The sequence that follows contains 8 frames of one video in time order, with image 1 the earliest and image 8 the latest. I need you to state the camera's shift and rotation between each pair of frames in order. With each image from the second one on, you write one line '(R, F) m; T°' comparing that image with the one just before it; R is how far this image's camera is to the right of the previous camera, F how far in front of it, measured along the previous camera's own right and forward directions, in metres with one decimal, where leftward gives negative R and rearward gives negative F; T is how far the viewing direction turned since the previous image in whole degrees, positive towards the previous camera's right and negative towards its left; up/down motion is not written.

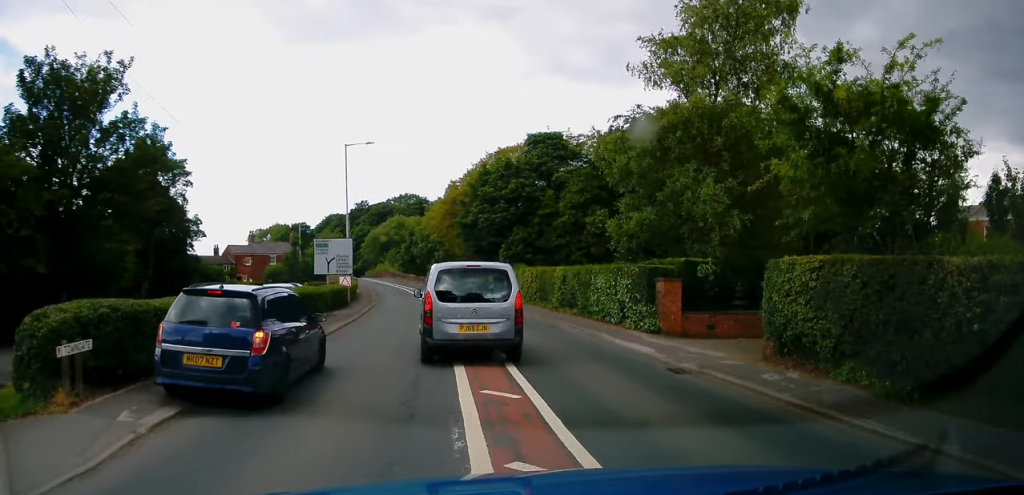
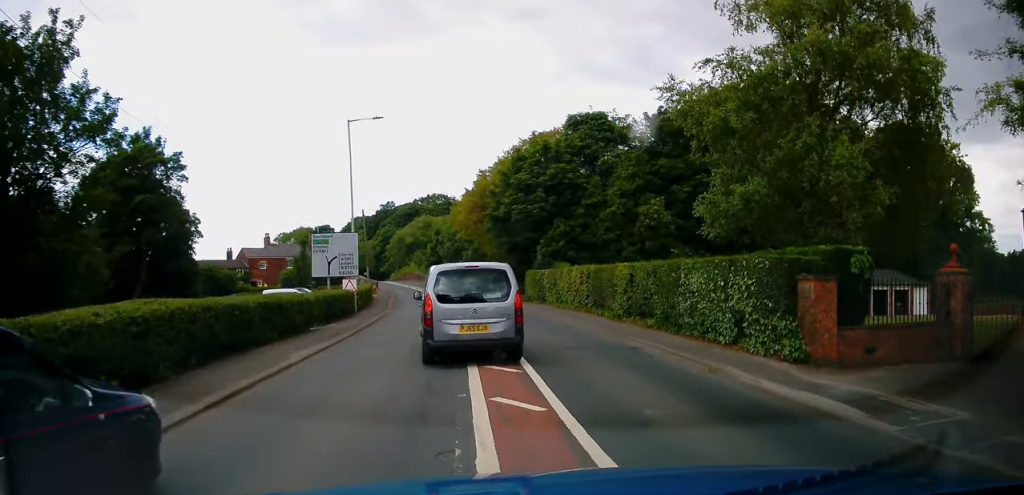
(-0.2, +6.7) m; -3°
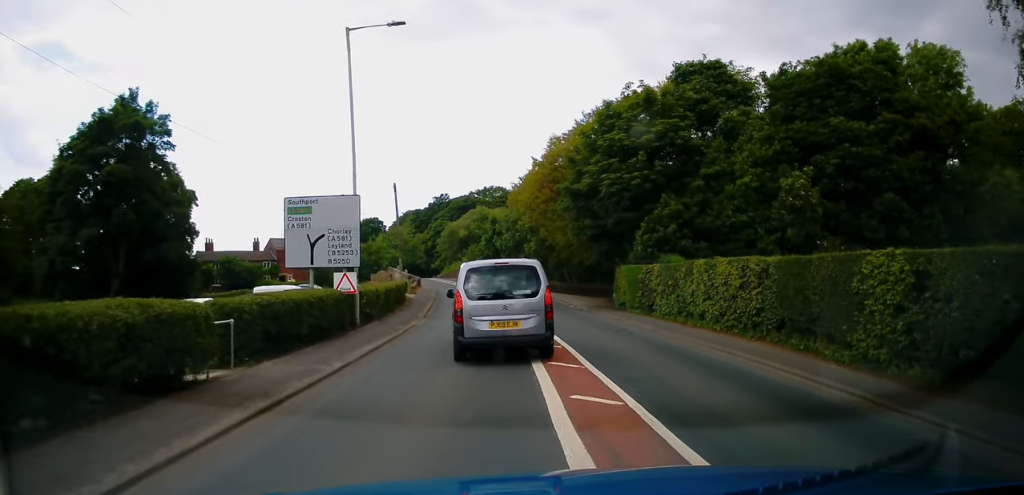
(-0.5, +11.3) m; -5°
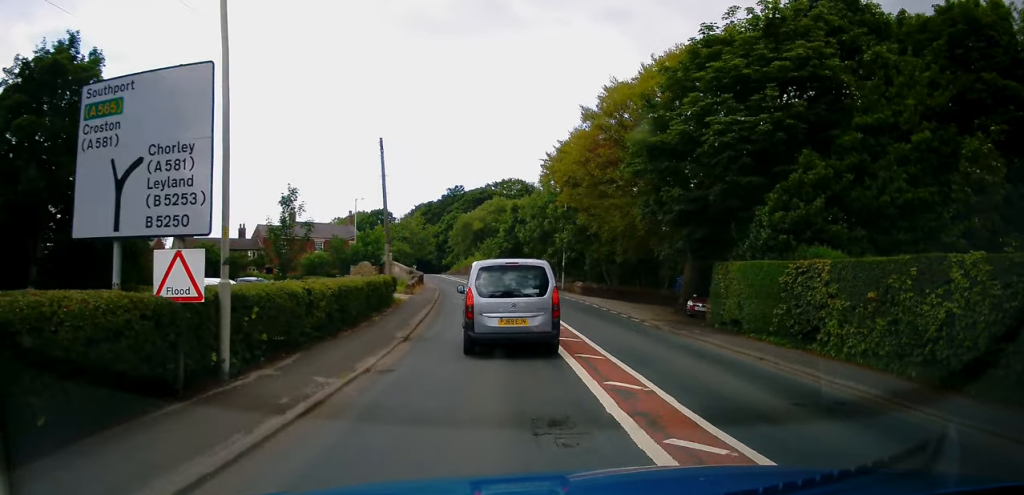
(-0.4, +11.0) m; -2°
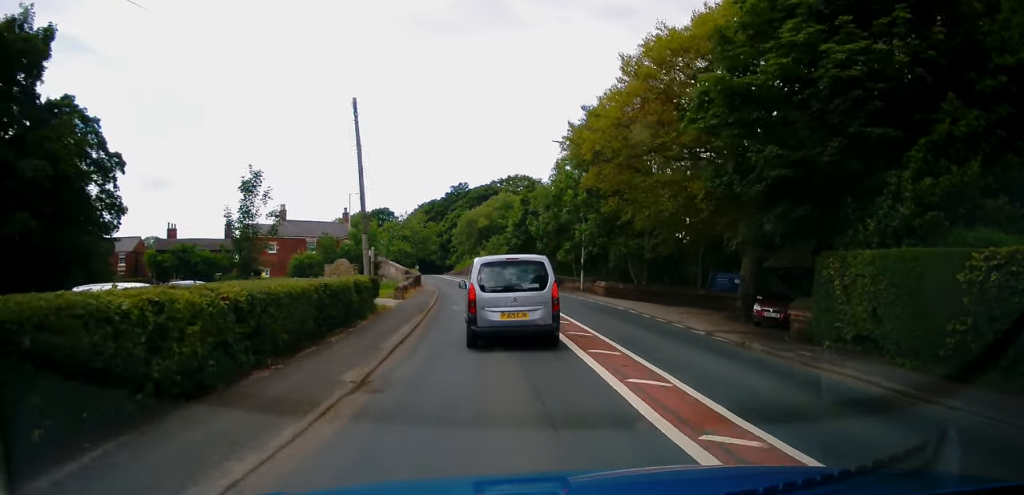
(0.0, +6.1) m; 0°
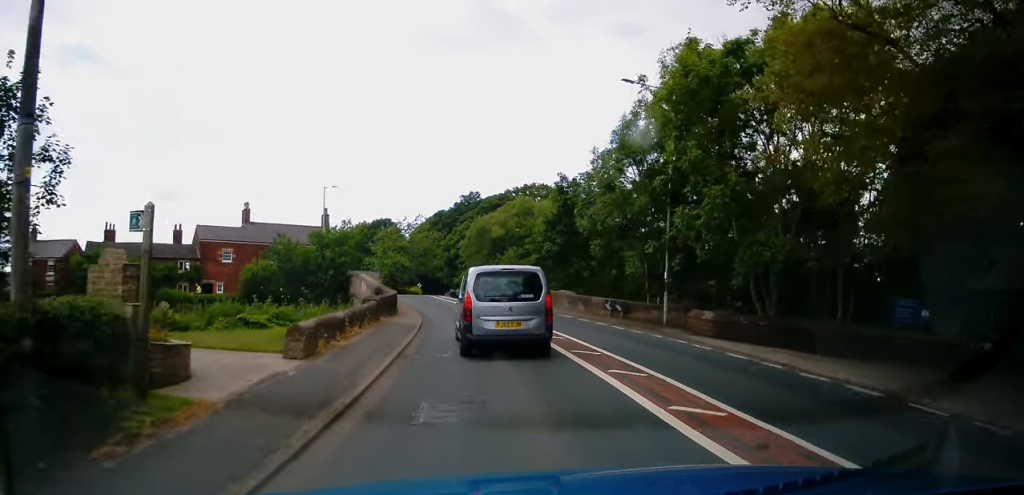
(-0.1, +16.0) m; 0°
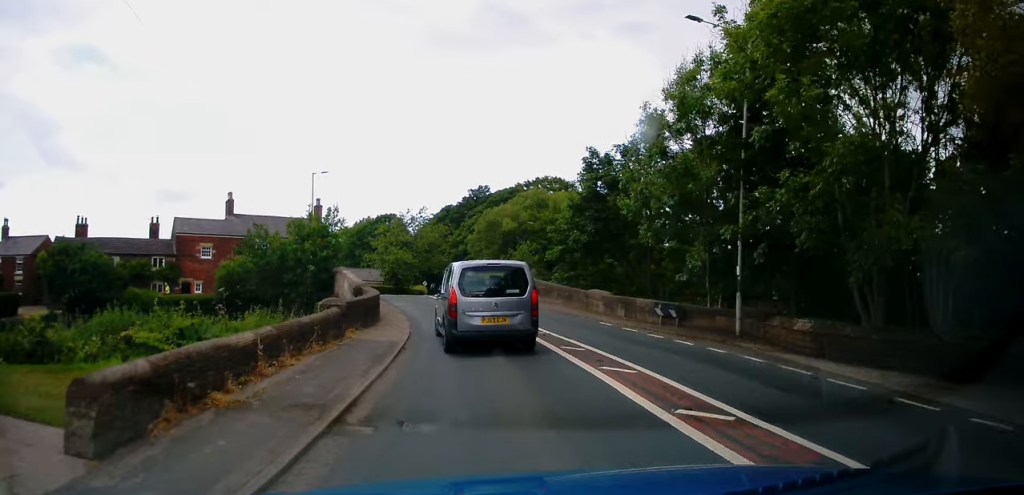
(0.0, +6.3) m; 0°
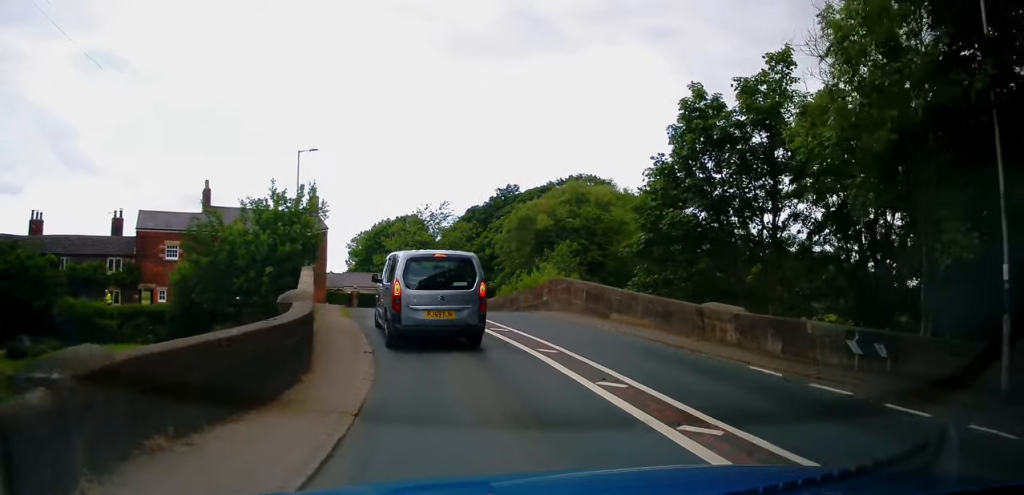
(0.0, +10.0) m; -3°
